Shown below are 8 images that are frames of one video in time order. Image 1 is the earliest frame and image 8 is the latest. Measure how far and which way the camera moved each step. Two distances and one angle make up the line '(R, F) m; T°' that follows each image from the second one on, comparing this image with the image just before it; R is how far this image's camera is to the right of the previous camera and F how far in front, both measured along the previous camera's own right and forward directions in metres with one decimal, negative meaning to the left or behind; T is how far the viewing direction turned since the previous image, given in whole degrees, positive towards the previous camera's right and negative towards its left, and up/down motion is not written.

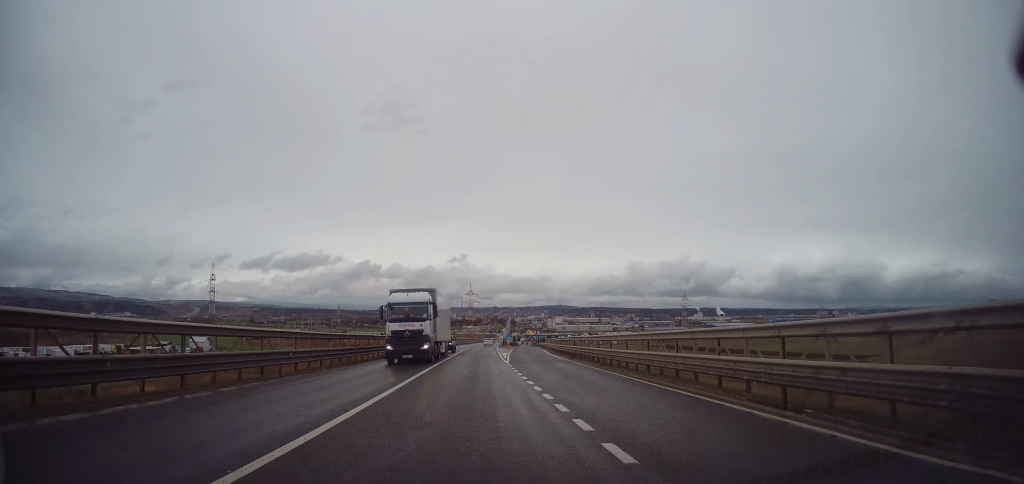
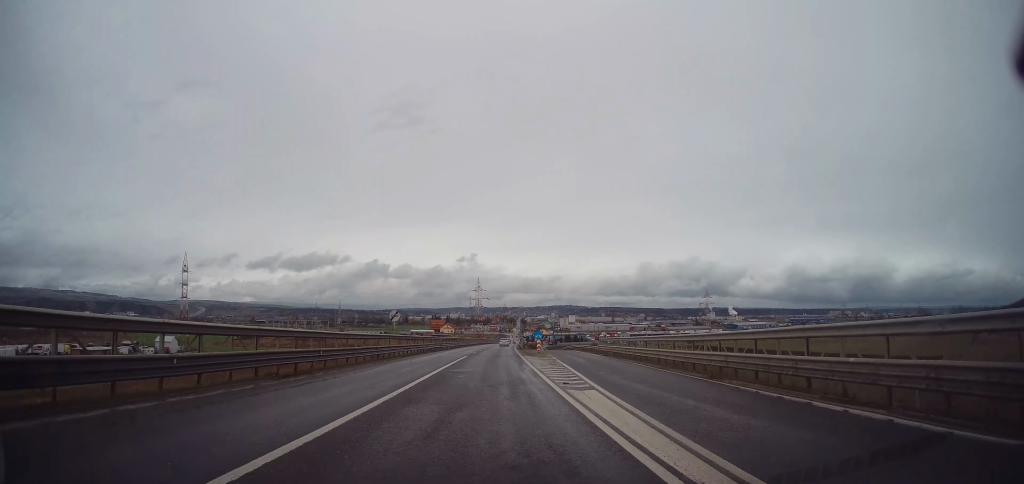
(0.0, +40.4) m; -1°
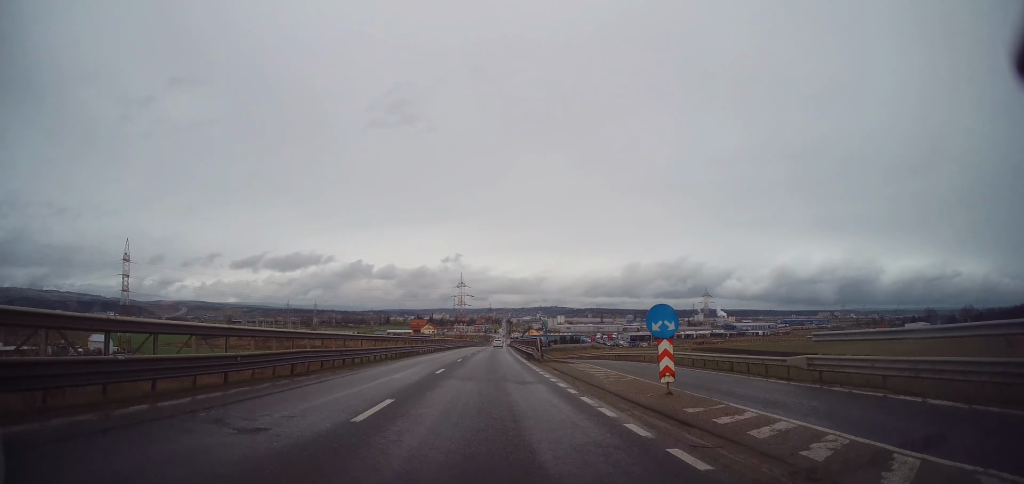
(-0.2, +39.2) m; +1°
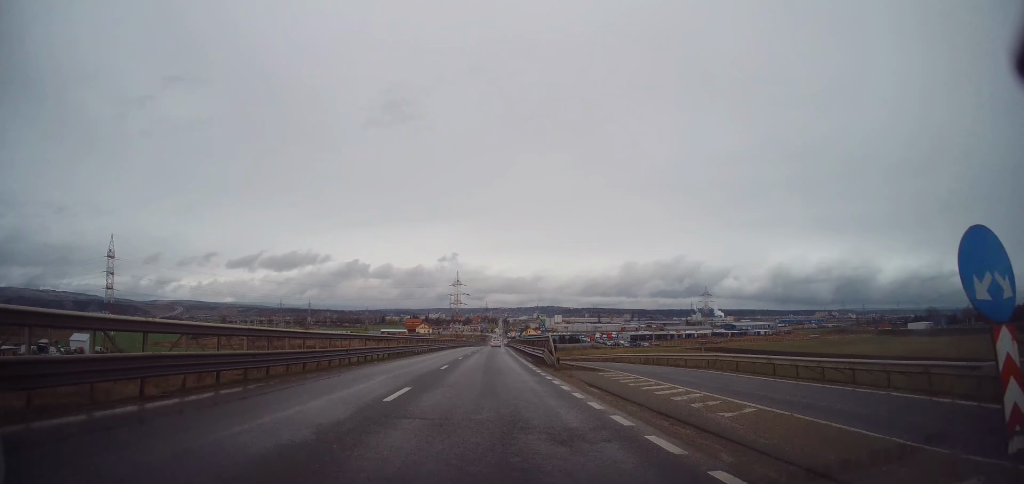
(+0.1, +9.3) m; 0°
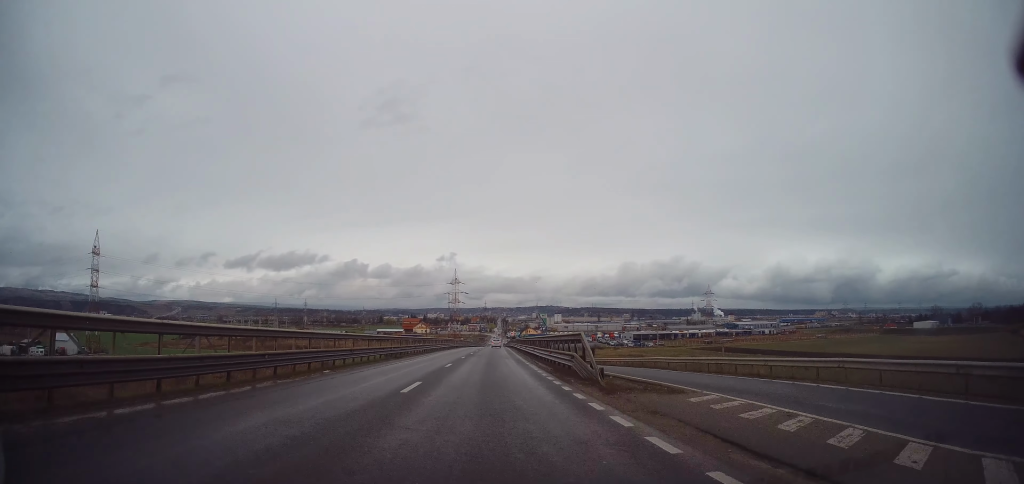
(+0.1, +10.1) m; 0°
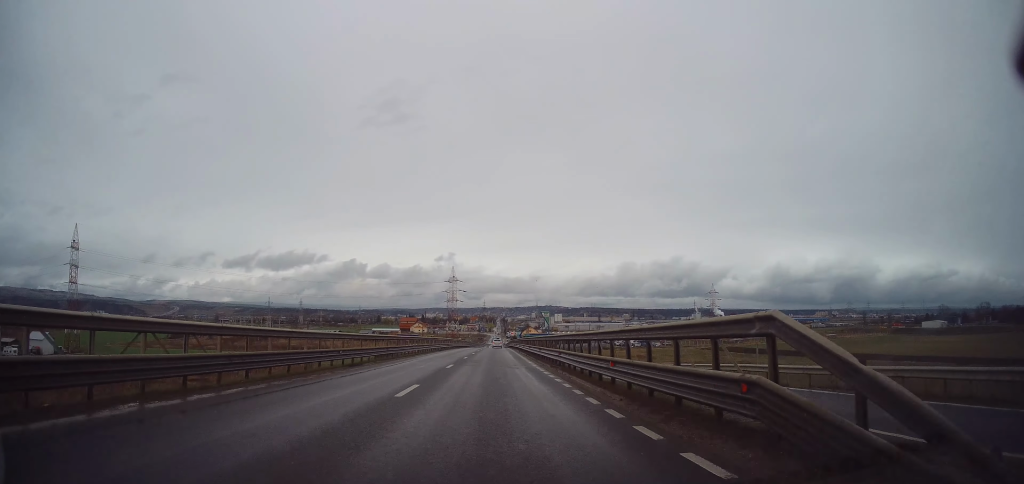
(0.0, +12.5) m; 0°
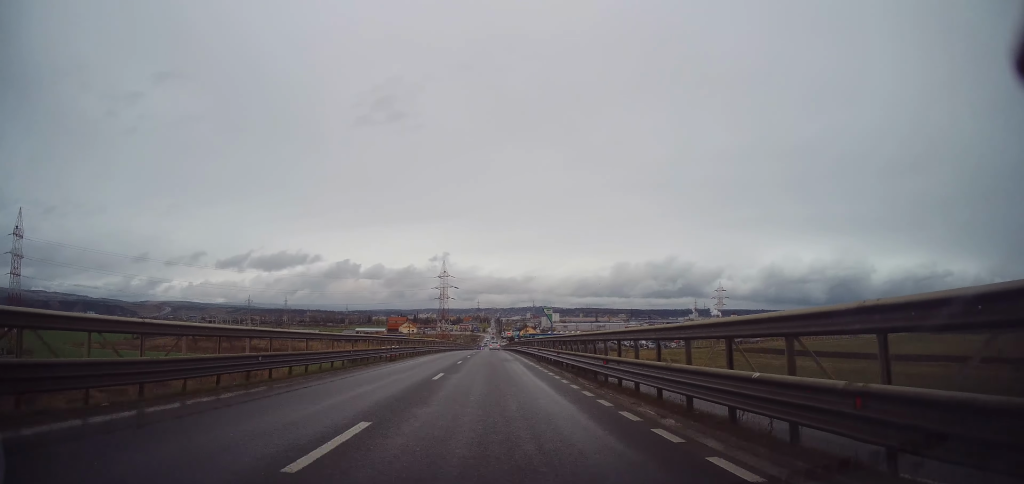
(+0.4, +30.5) m; 0°
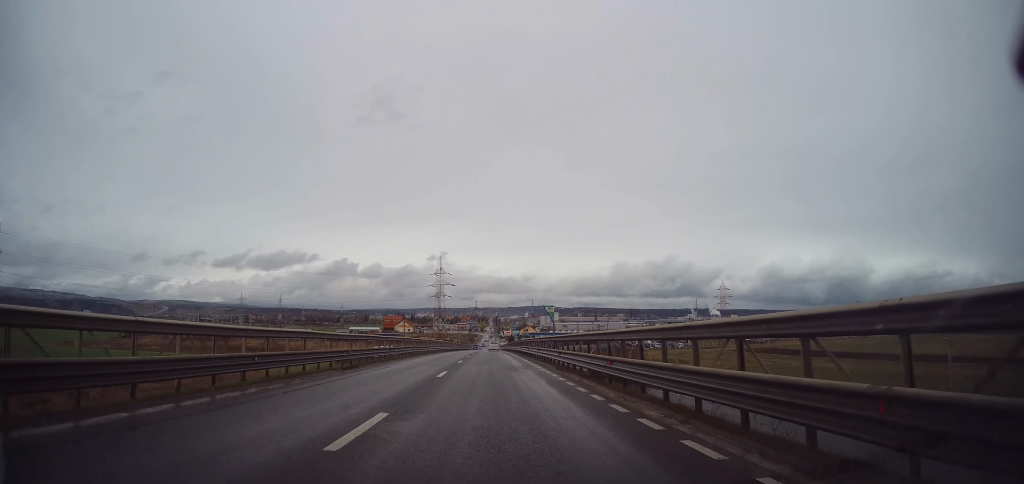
(0.0, +10.9) m; 0°
